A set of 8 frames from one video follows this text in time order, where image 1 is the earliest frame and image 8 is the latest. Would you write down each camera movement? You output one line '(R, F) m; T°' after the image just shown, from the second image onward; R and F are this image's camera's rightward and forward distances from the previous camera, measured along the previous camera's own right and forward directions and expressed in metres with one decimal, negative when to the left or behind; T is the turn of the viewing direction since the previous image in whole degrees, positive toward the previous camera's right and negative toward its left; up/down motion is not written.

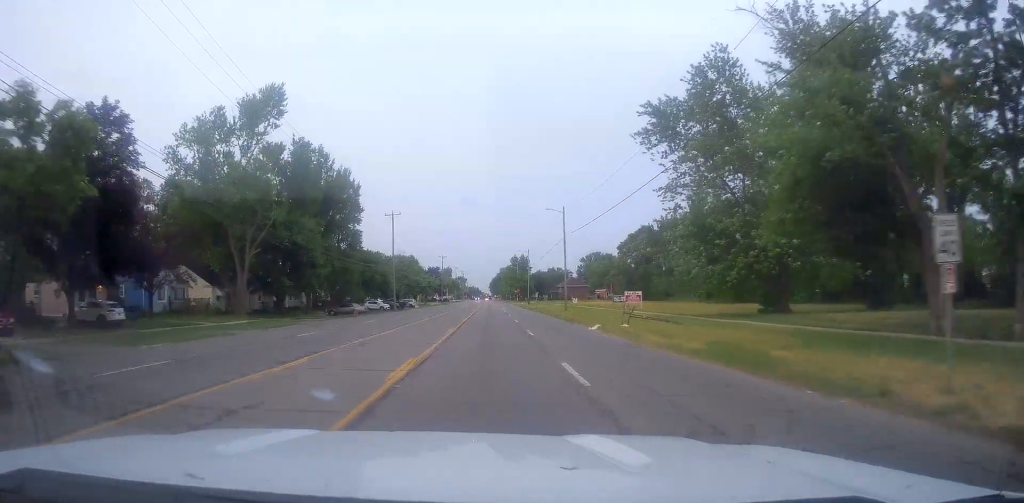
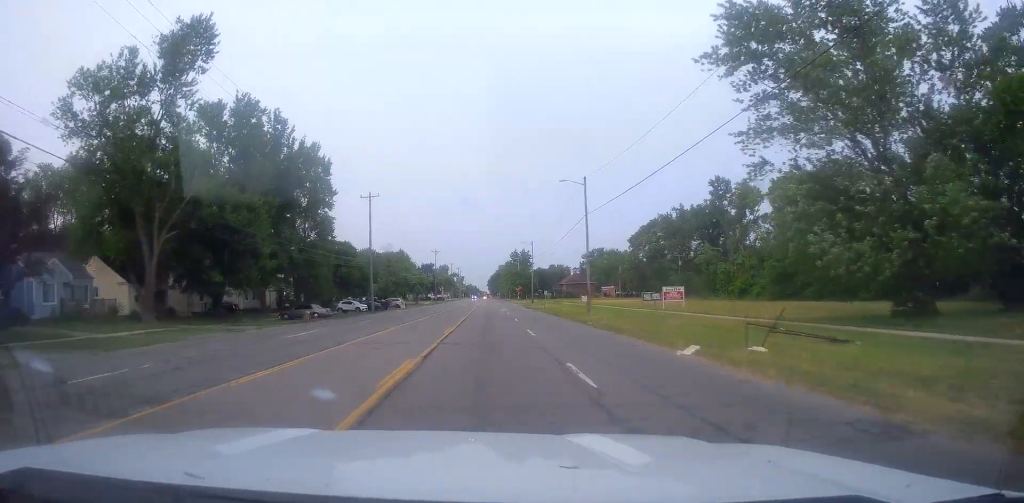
(0.0, +15.7) m; -2°
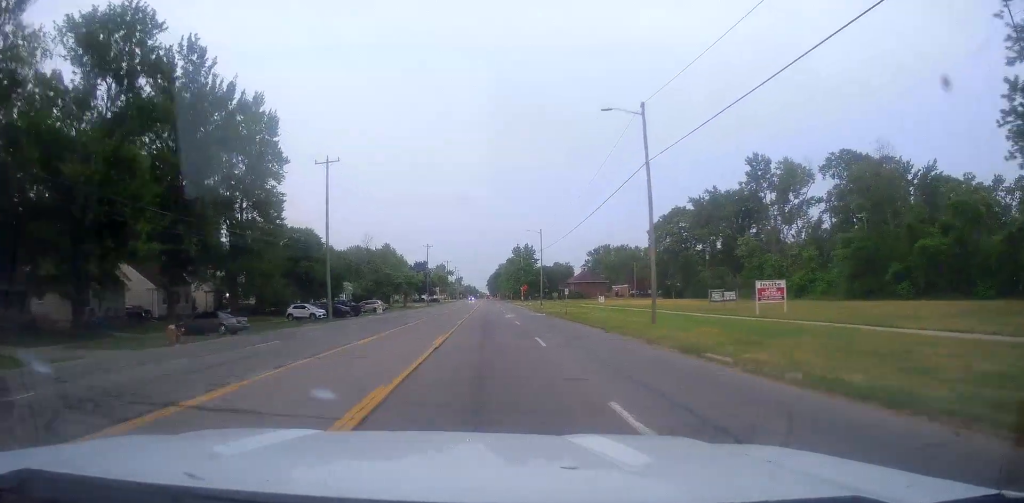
(-0.6, +19.6) m; -1°
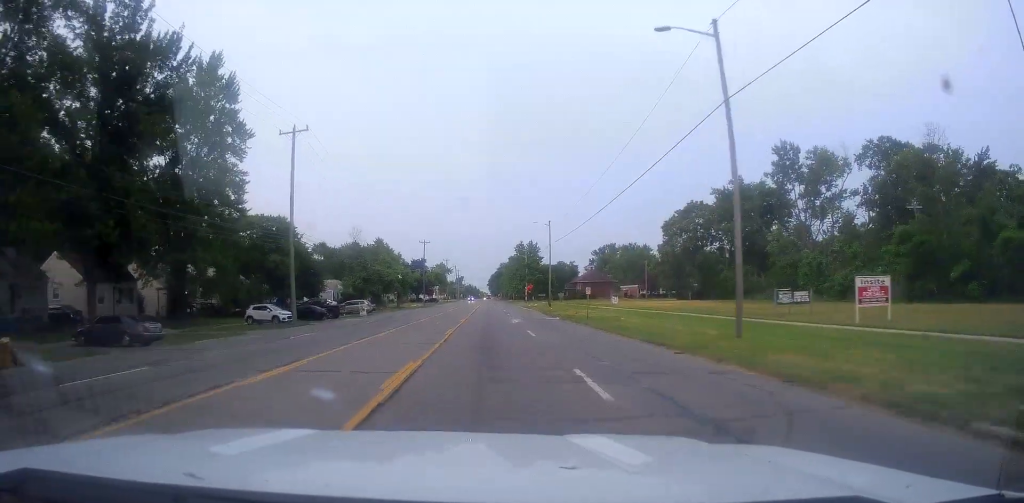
(+0.1, +10.5) m; 0°
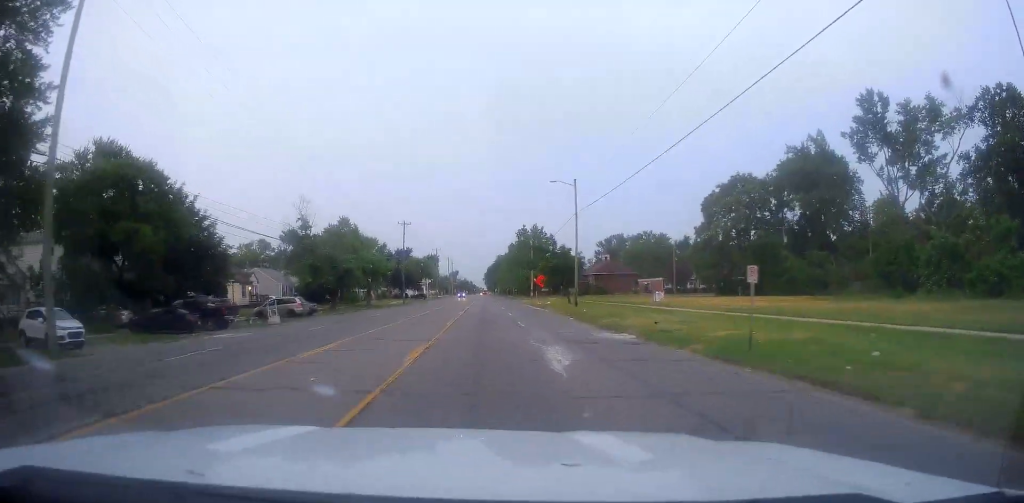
(-0.1, +26.7) m; 0°
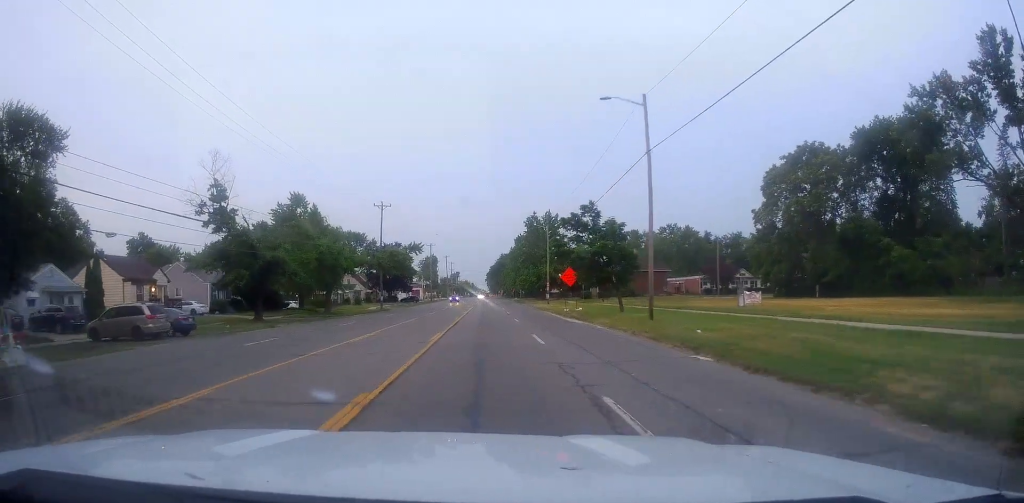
(+0.7, +24.0) m; +2°
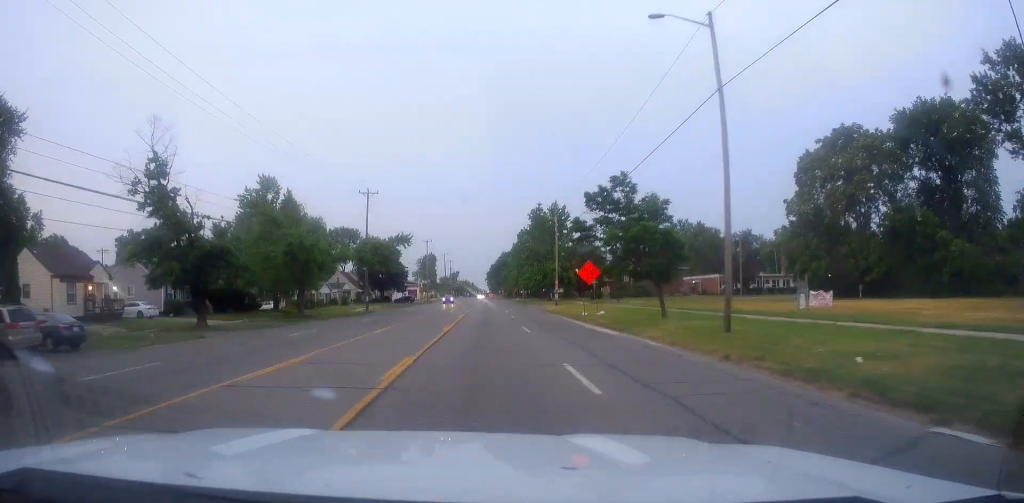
(0.0, +9.8) m; -1°
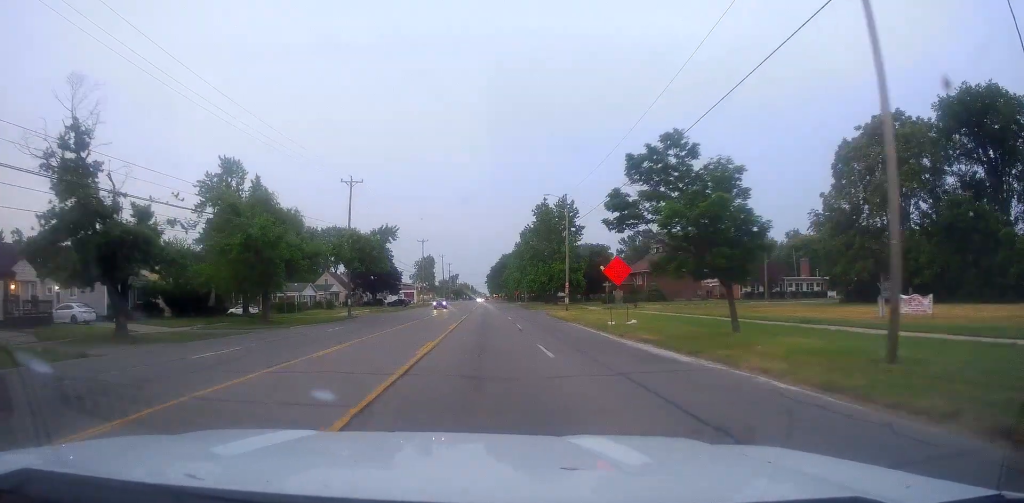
(0.0, +9.3) m; 0°
